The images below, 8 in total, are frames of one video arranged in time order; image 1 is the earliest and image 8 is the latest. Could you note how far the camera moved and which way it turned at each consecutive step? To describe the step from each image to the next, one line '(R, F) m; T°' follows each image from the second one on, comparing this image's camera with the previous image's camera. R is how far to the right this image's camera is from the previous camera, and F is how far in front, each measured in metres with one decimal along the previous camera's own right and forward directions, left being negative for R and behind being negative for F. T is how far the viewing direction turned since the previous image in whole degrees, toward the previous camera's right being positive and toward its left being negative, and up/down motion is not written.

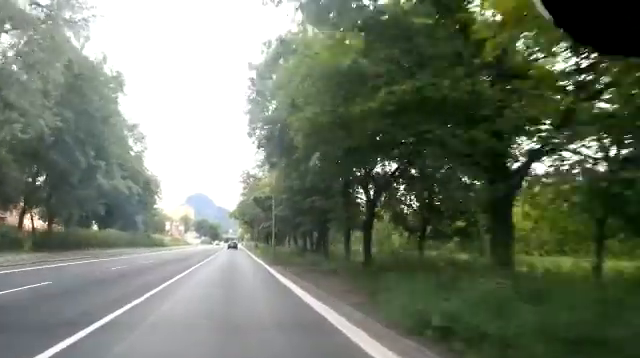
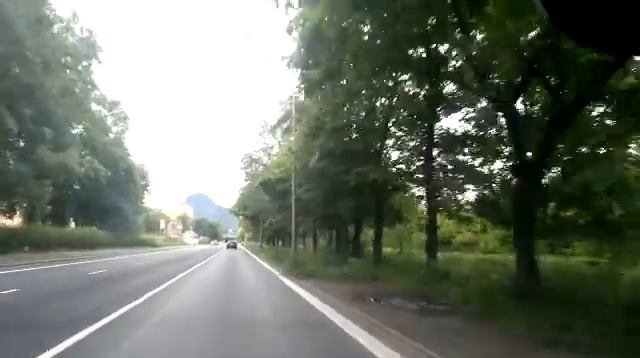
(0.0, +10.6) m; 0°
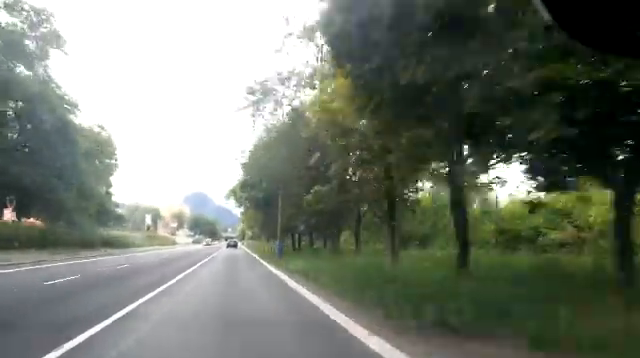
(+0.1, +21.4) m; +1°
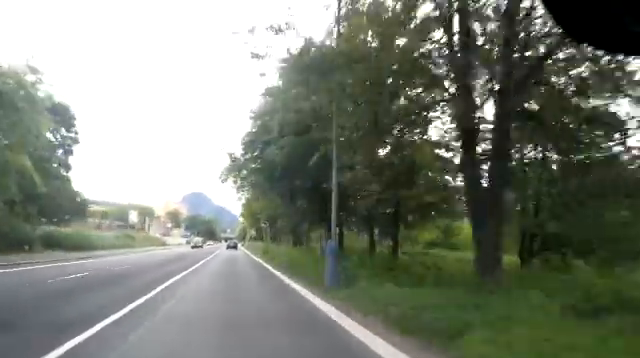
(+0.3, +16.8) m; +1°
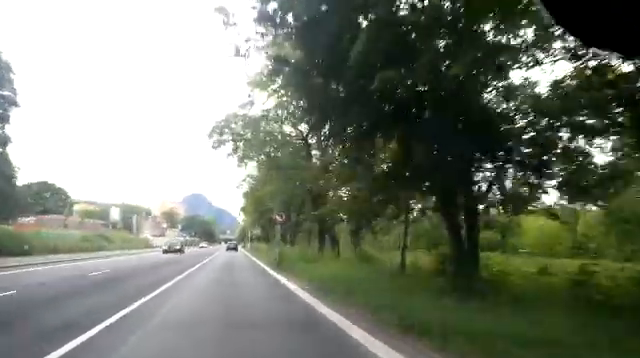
(-0.1, +15.0) m; +1°
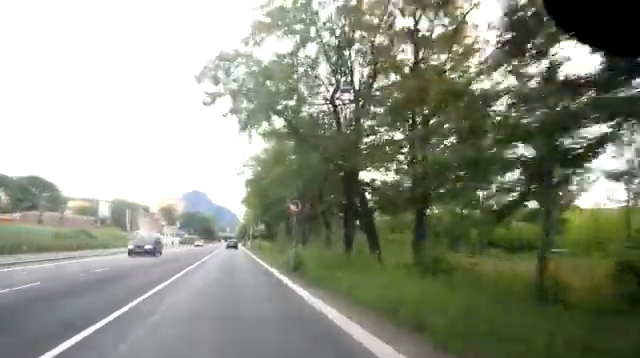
(+0.1, +7.7) m; 0°
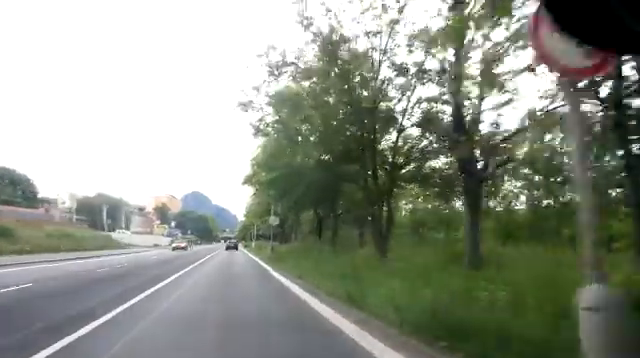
(0.0, +19.0) m; 0°
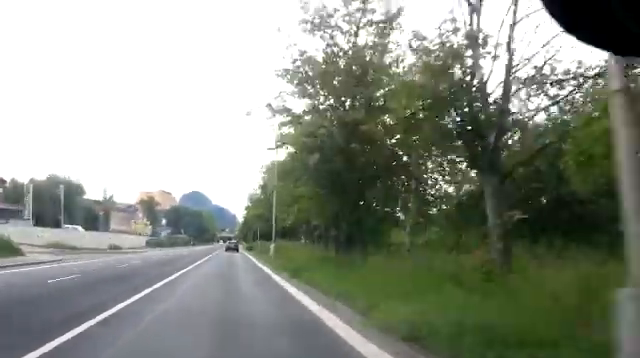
(-0.1, +32.4) m; 0°
